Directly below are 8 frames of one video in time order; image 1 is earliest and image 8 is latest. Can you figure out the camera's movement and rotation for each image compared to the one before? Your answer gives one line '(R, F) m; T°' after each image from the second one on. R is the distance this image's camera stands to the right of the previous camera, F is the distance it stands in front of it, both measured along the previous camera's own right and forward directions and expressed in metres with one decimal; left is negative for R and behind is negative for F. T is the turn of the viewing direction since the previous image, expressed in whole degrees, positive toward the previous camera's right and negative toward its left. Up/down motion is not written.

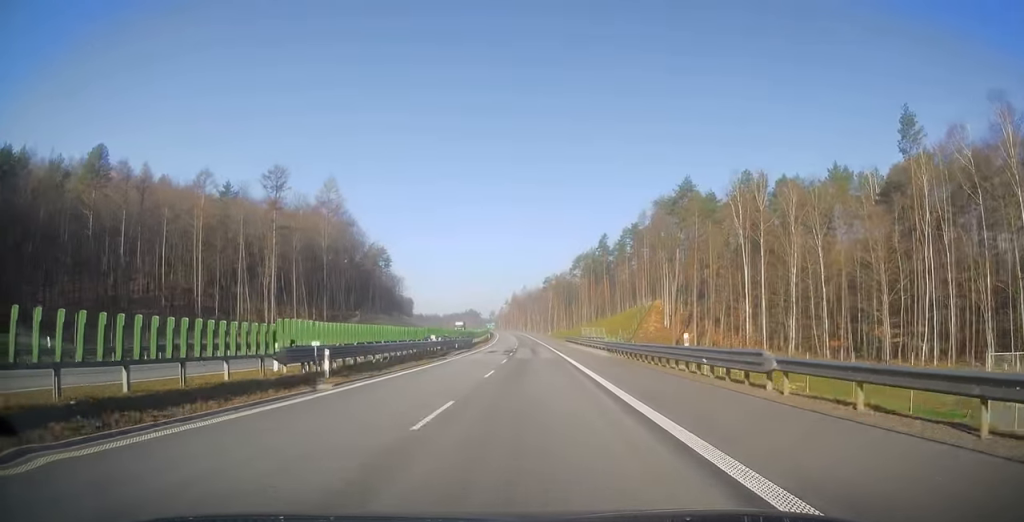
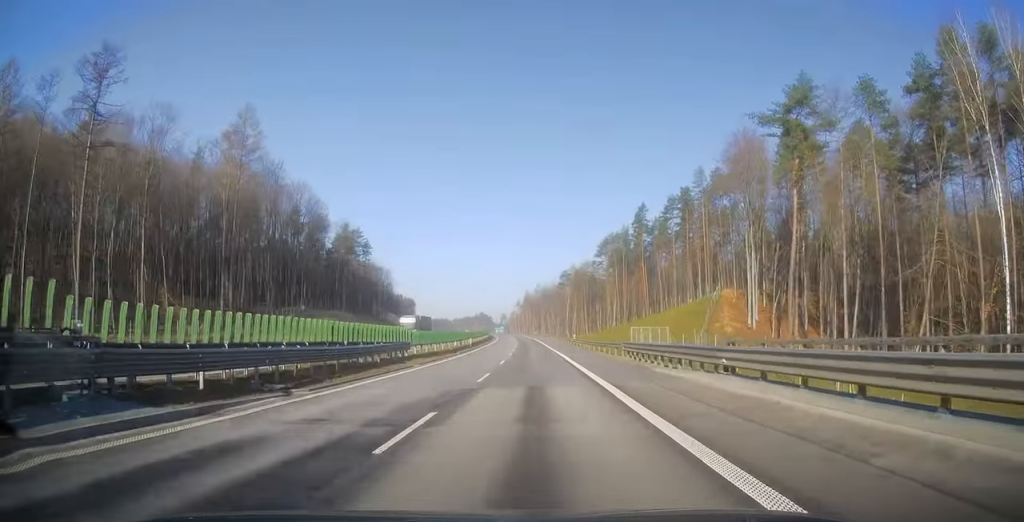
(-0.5, +49.7) m; -1°
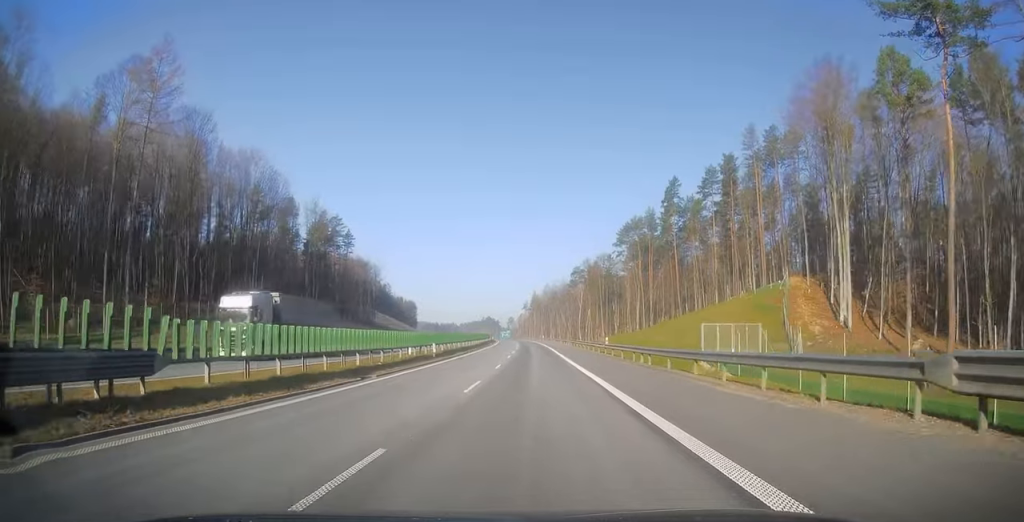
(-0.1, +27.6) m; -1°
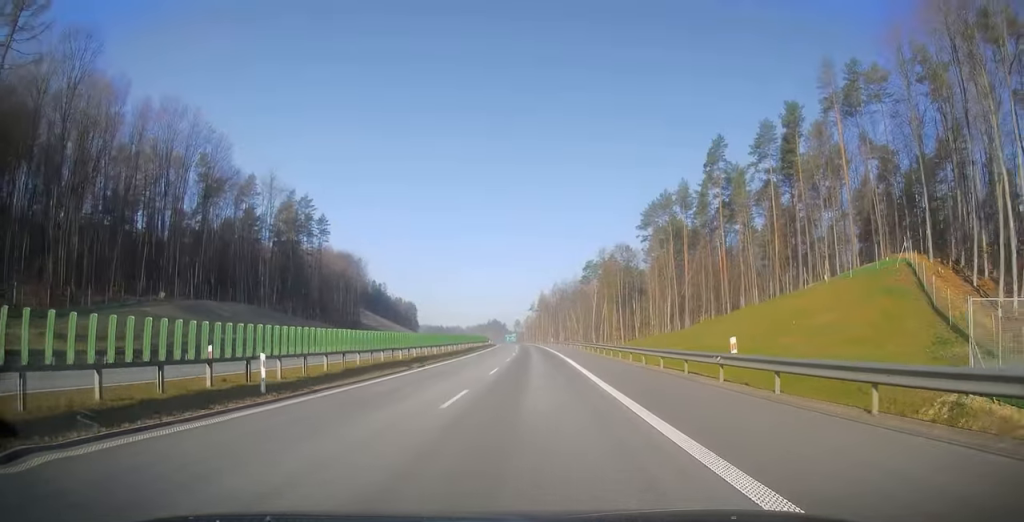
(-0.2, +27.1) m; -1°
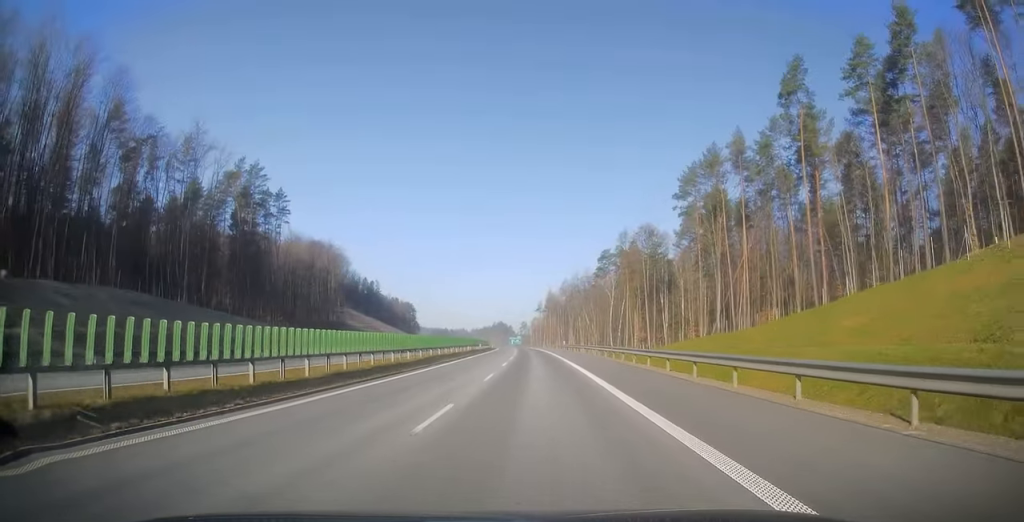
(-0.4, +29.0) m; -1°
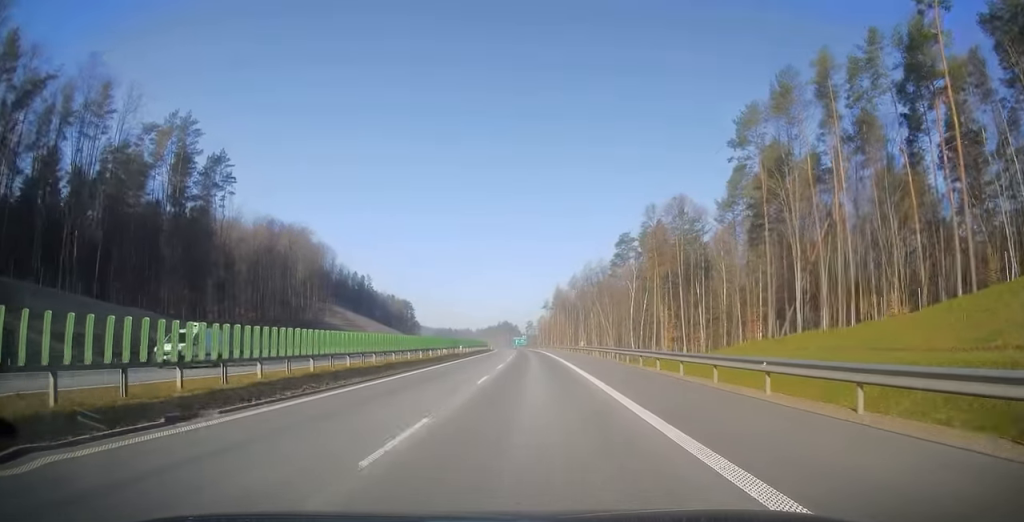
(-0.2, +26.4) m; -1°
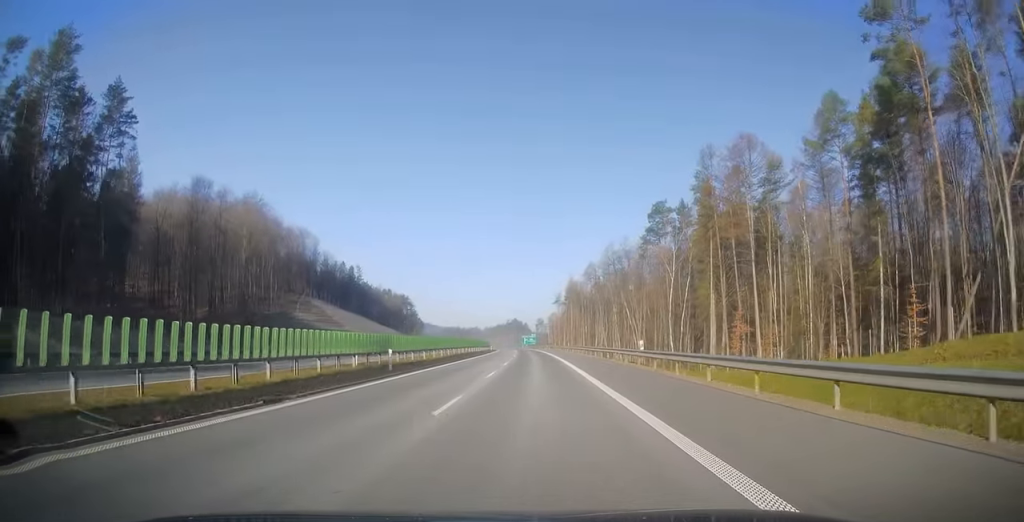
(-0.1, +31.1) m; -1°
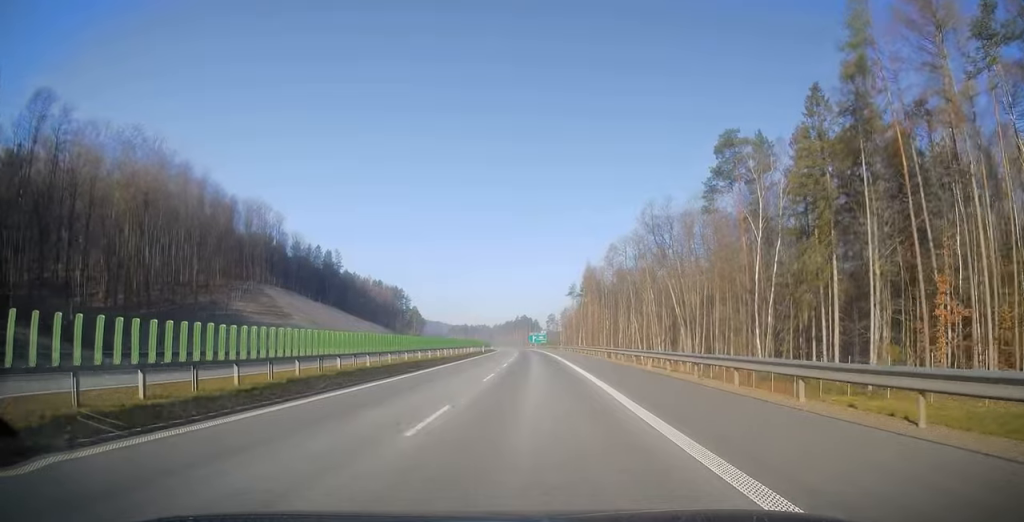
(-0.5, +38.4) m; -1°
